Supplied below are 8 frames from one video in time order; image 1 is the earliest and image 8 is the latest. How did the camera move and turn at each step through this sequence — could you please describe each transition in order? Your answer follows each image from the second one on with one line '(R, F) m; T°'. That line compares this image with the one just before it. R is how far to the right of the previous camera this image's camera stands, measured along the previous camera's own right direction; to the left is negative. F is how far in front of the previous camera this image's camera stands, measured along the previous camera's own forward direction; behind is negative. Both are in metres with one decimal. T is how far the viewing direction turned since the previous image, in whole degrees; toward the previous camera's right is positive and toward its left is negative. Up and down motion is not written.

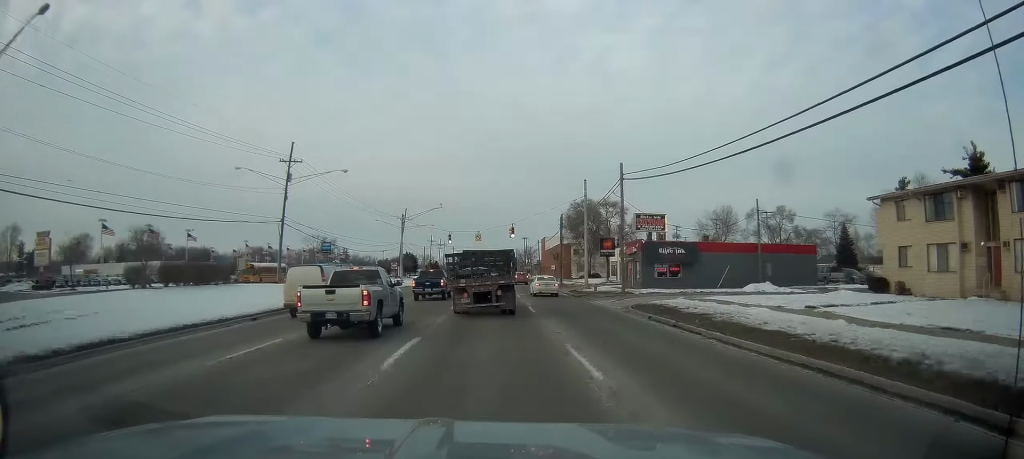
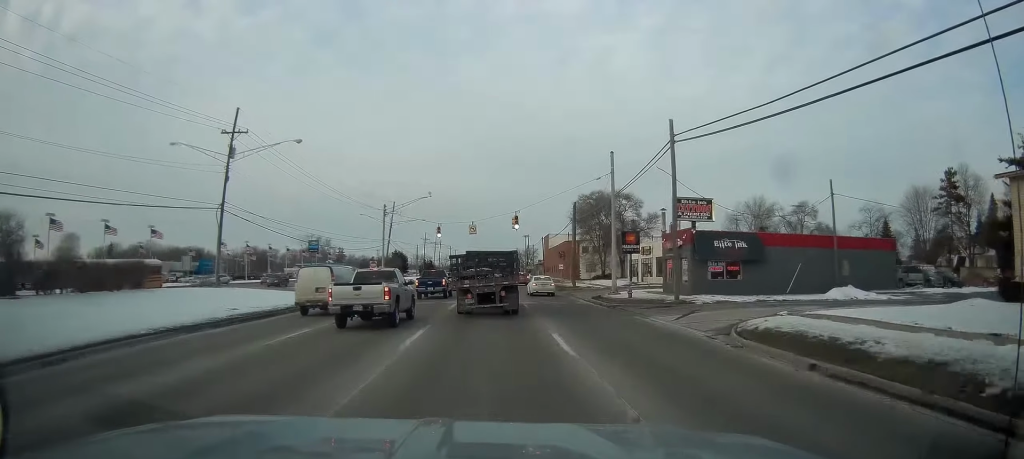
(0.0, +12.2) m; 0°
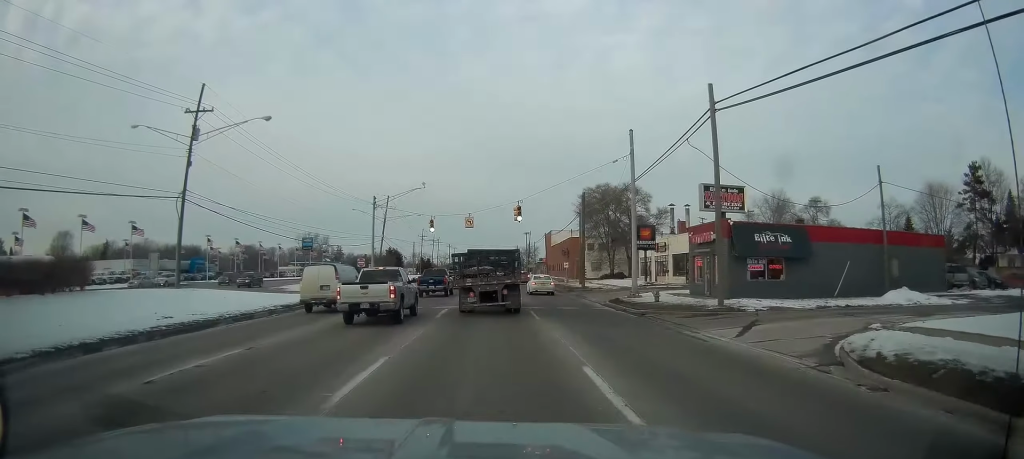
(0.0, +5.7) m; 0°
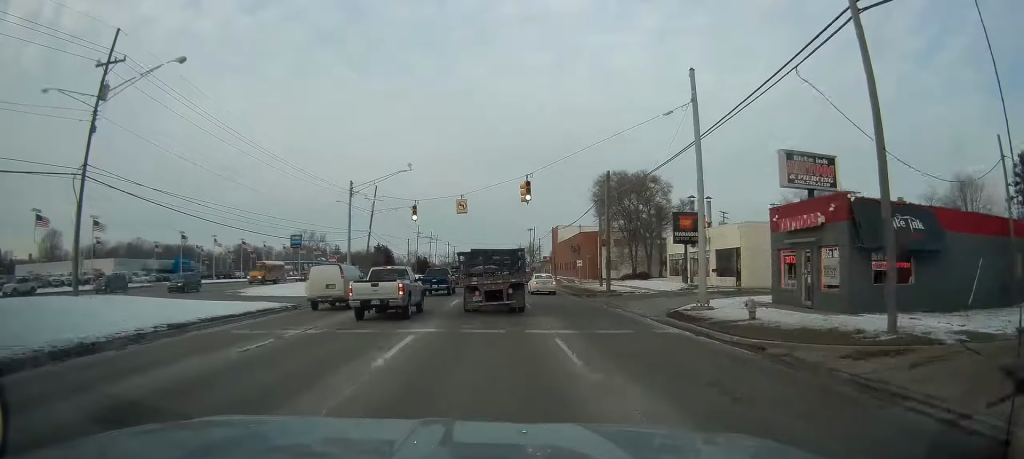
(0.0, +10.7) m; -1°
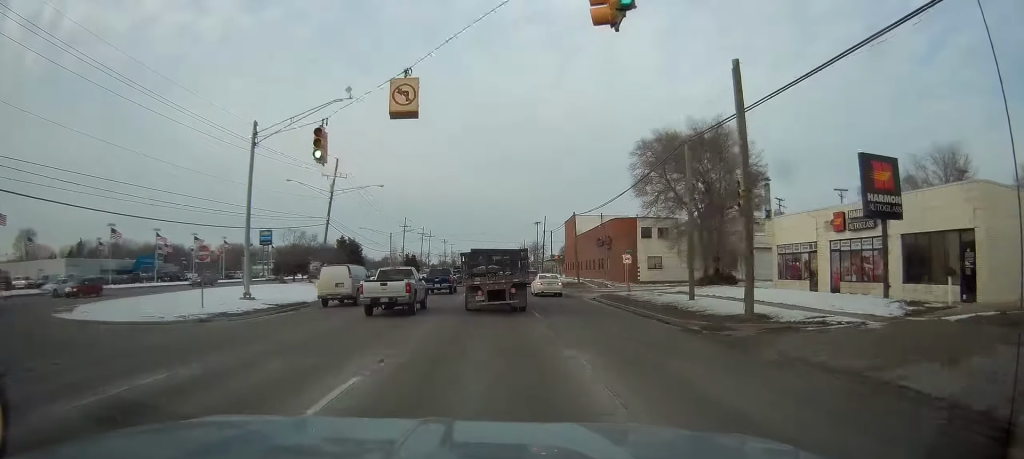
(-0.7, +22.2) m; -1°
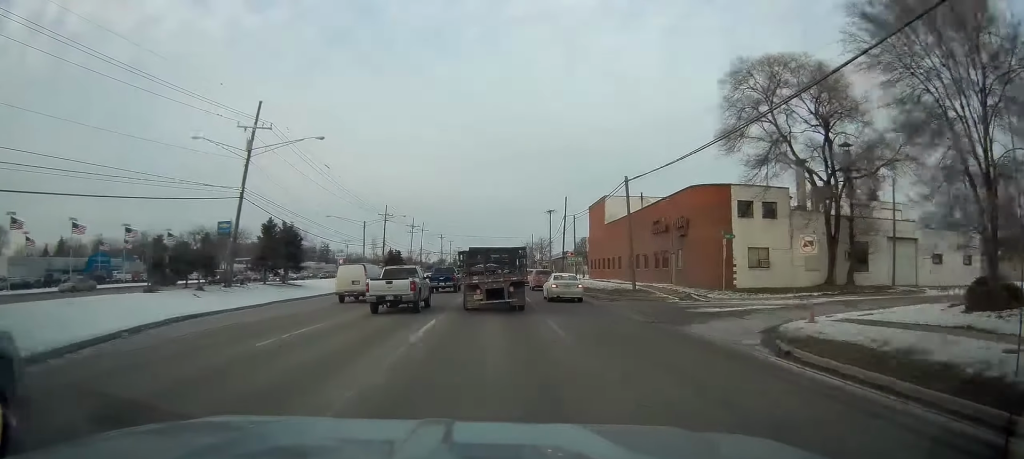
(+0.9, +23.5) m; +2°
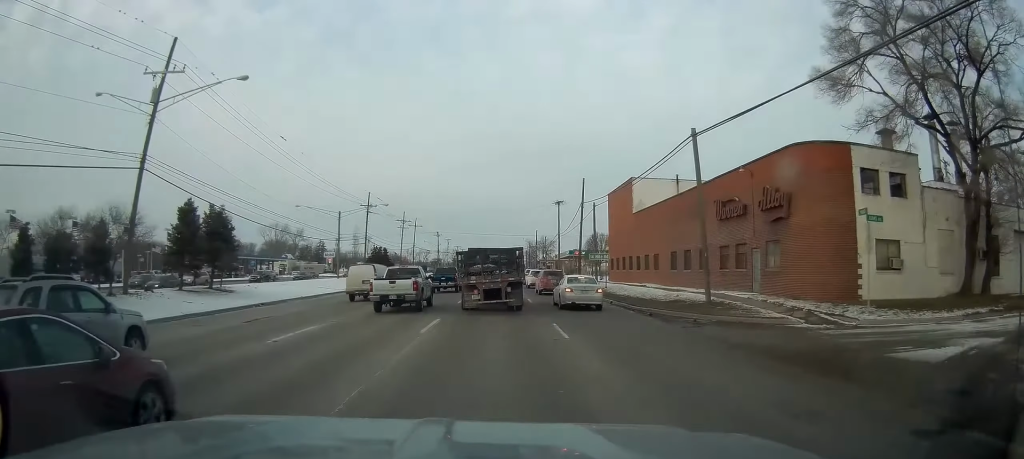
(0.0, +13.7) m; -2°
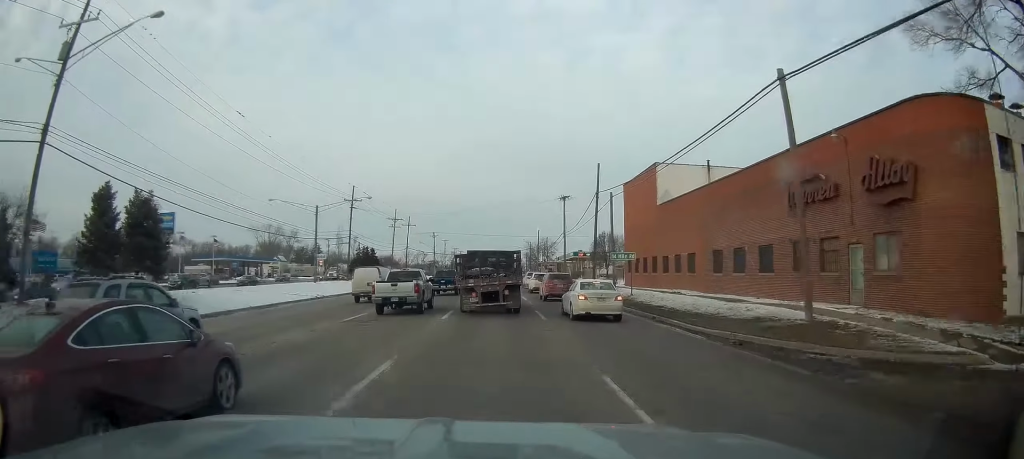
(-0.1, +8.9) m; -1°
